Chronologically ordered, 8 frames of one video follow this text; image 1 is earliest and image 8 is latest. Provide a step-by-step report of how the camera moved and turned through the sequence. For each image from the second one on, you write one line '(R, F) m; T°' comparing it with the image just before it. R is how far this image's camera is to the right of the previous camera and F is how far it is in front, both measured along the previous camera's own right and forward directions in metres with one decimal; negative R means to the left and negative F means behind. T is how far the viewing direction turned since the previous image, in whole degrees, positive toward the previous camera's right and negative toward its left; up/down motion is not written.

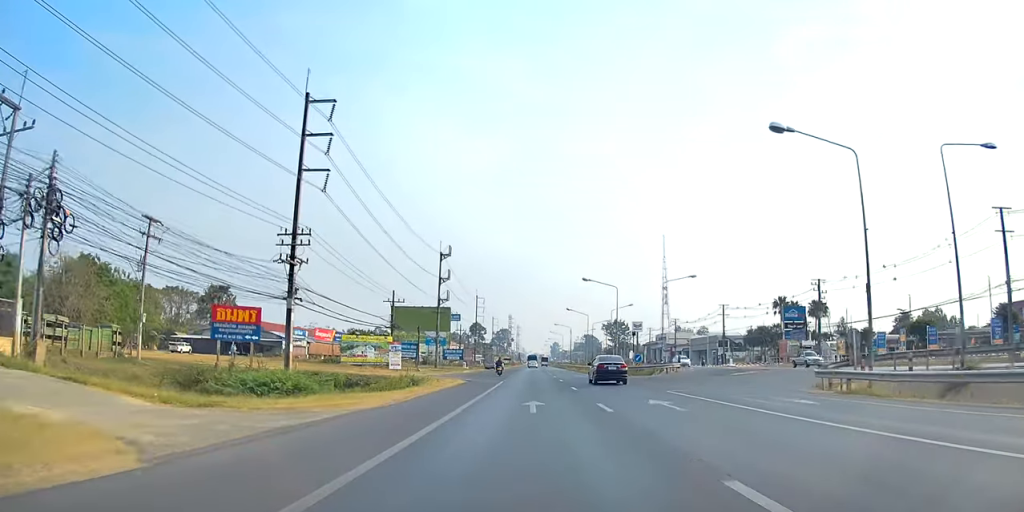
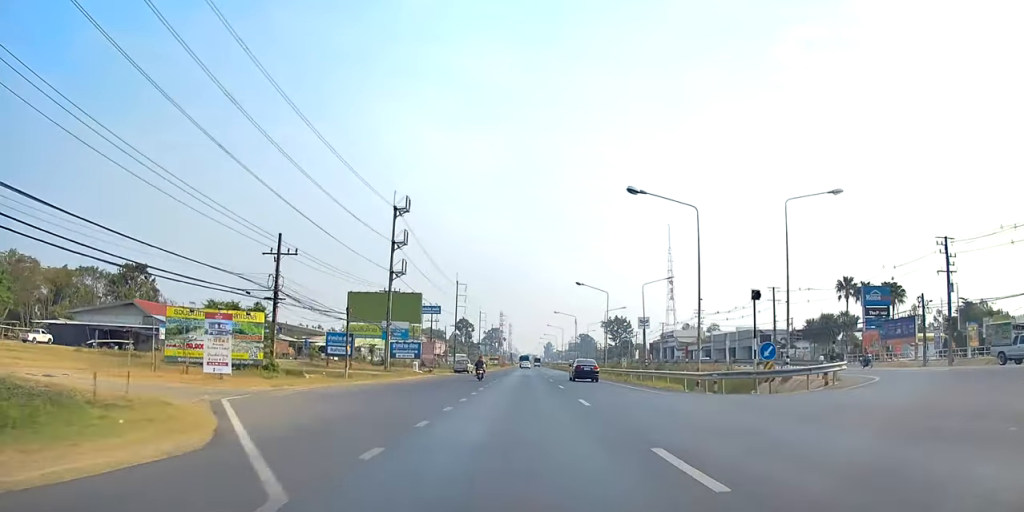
(+0.1, +32.9) m; 0°
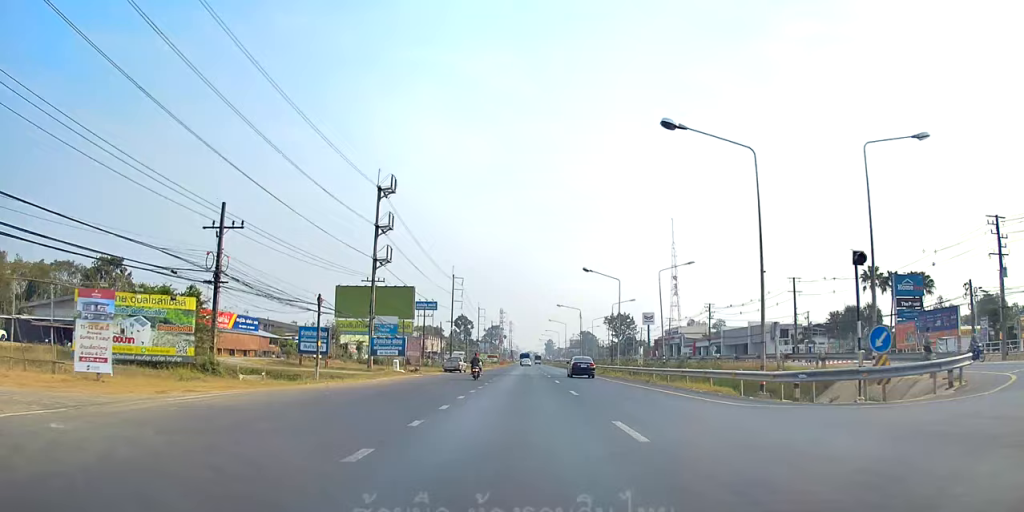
(0.0, +8.8) m; 0°
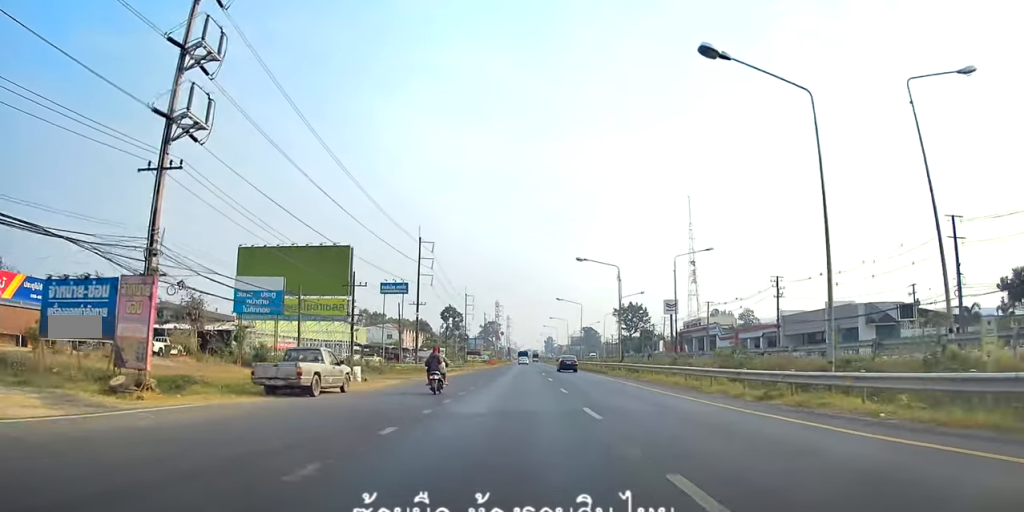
(+0.7, +41.7) m; +2°
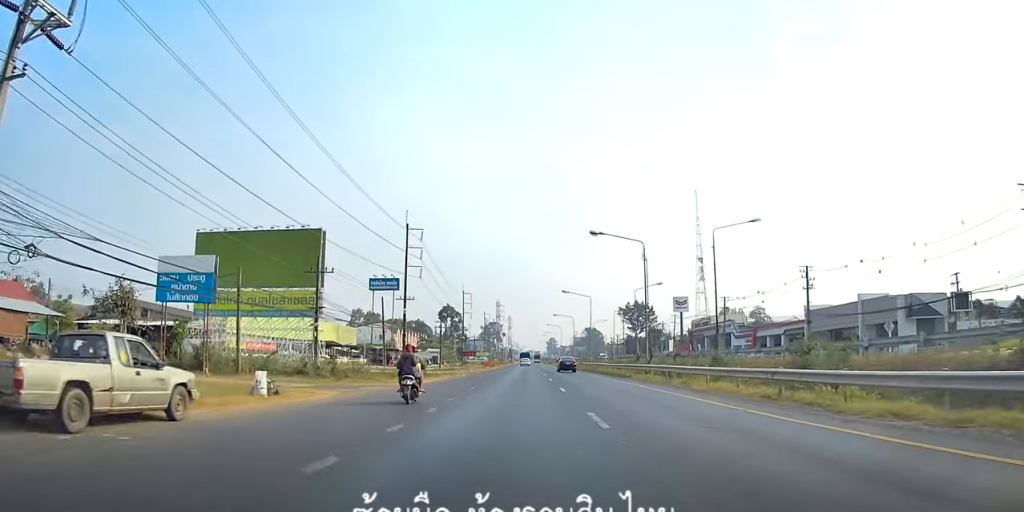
(+0.3, +10.1) m; 0°
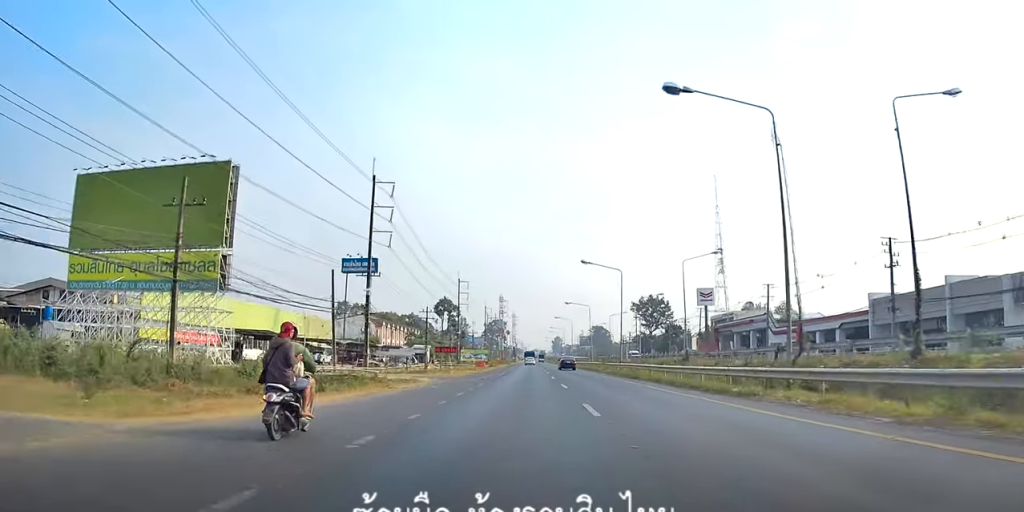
(-0.6, +23.0) m; -2°
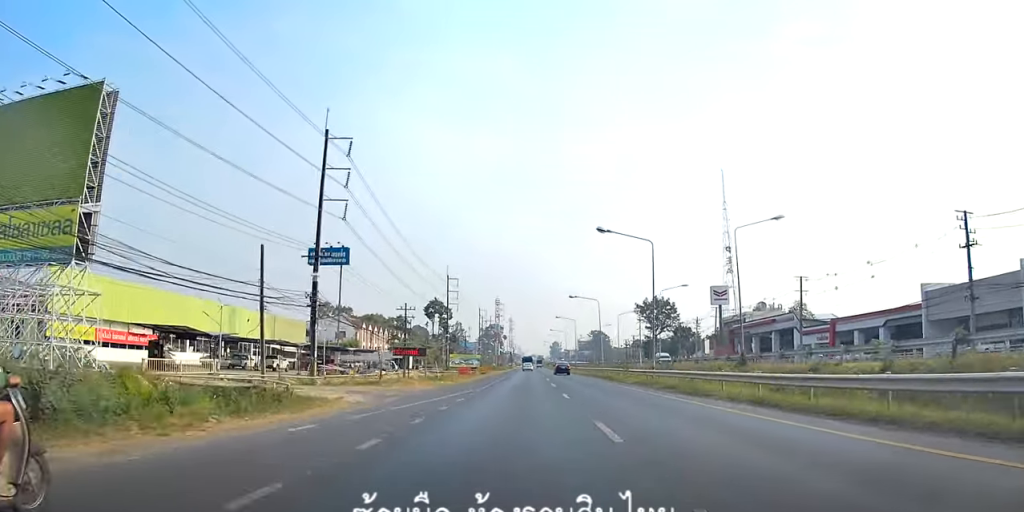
(-0.1, +14.9) m; 0°
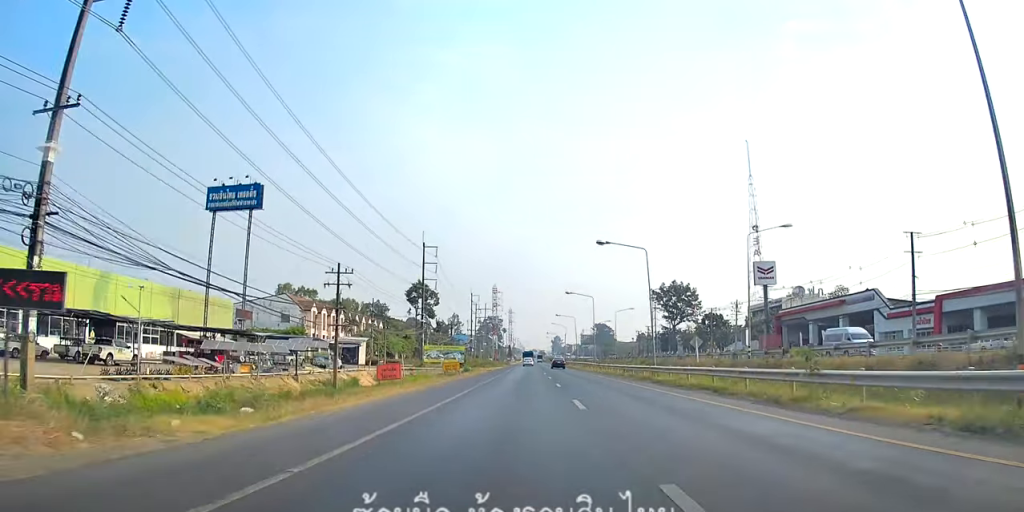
(+0.1, +30.5) m; 0°
